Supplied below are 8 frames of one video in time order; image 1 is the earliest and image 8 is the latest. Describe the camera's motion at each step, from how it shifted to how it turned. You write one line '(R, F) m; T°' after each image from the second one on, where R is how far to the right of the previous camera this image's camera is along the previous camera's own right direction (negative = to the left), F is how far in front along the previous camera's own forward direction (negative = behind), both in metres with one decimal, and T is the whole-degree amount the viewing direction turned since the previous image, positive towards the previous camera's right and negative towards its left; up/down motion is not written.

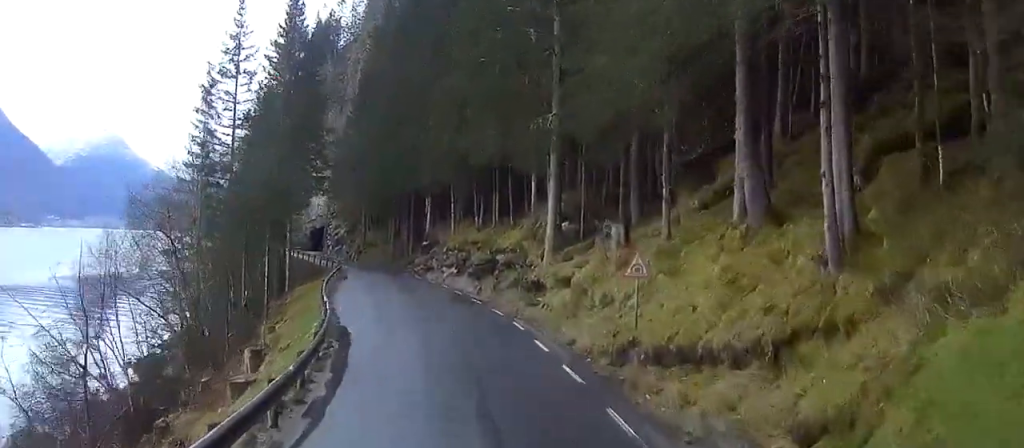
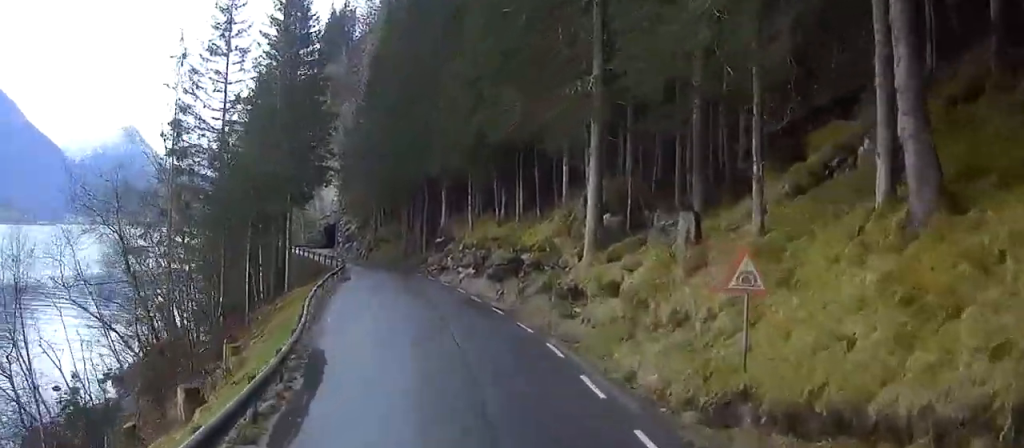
(-0.1, +7.9) m; 0°
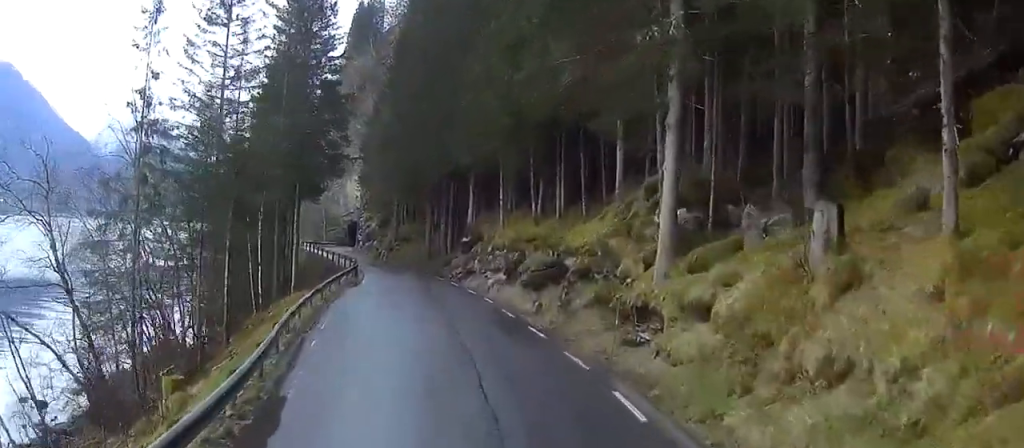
(0.0, +8.2) m; 0°
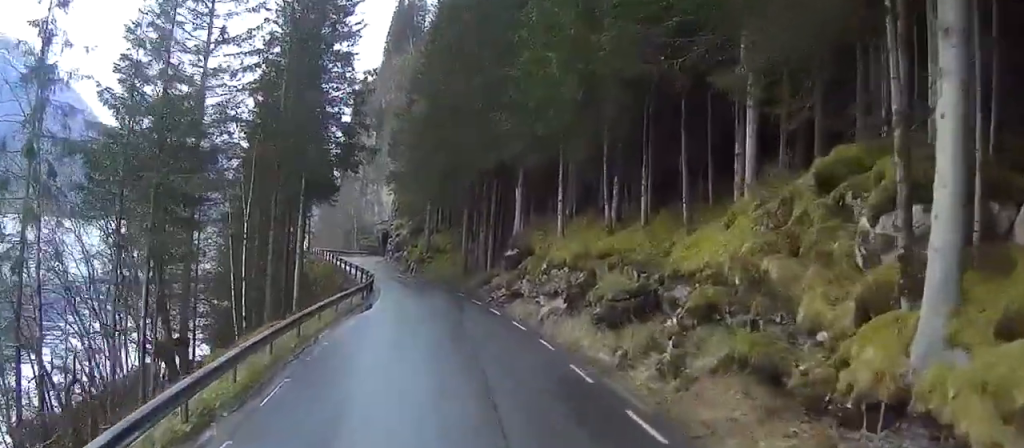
(+0.1, +12.9) m; 0°
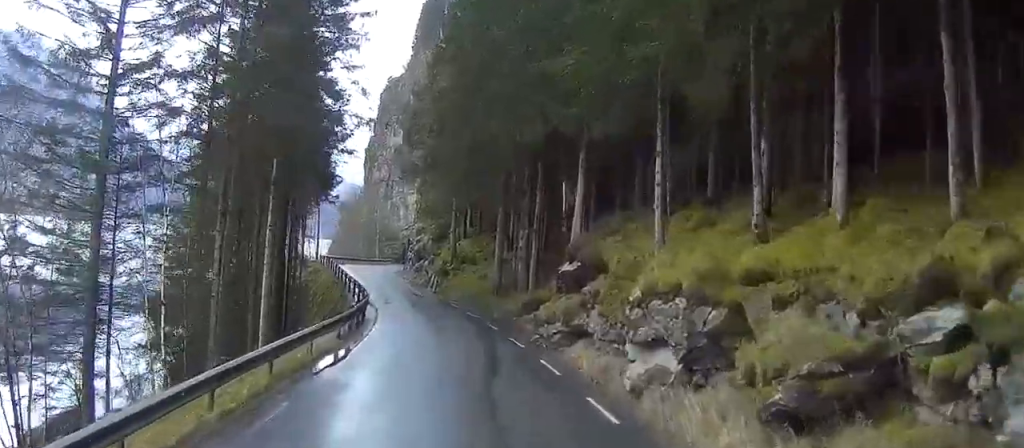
(-0.2, +15.7) m; -2°
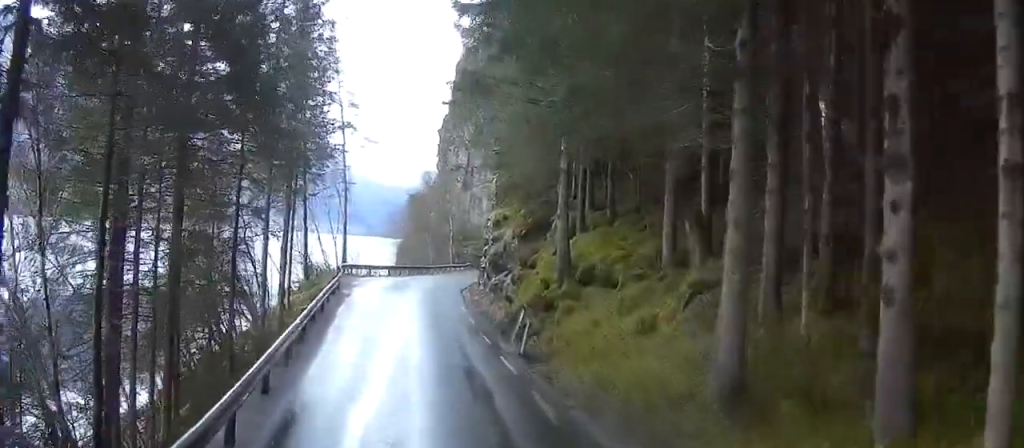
(-1.5, +36.4) m; -5°
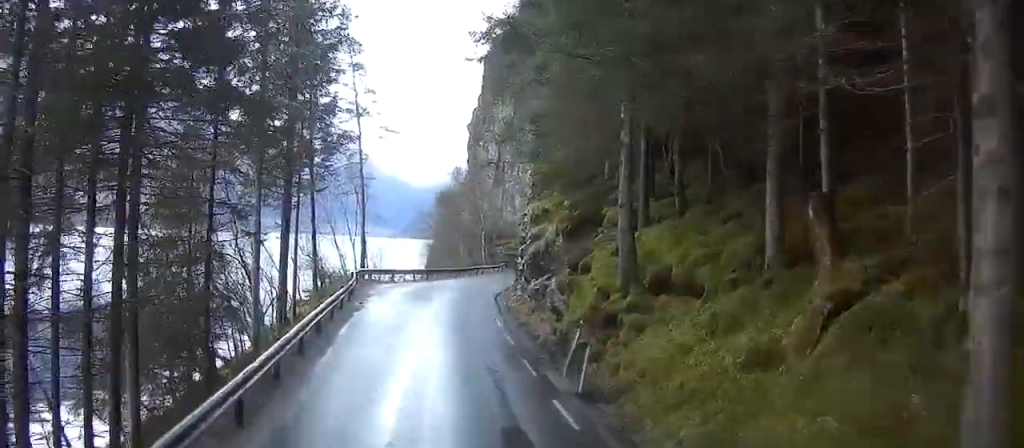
(-0.2, +7.6) m; -1°
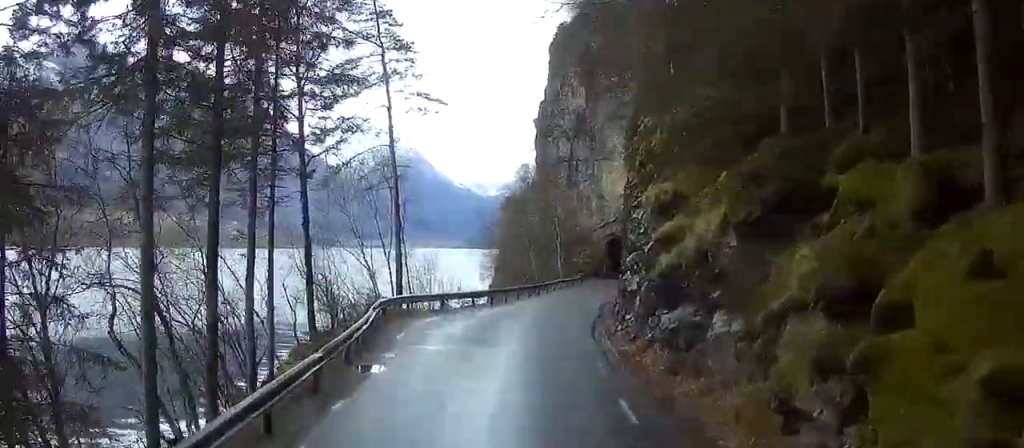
(+0.2, +18.4) m; +3°
